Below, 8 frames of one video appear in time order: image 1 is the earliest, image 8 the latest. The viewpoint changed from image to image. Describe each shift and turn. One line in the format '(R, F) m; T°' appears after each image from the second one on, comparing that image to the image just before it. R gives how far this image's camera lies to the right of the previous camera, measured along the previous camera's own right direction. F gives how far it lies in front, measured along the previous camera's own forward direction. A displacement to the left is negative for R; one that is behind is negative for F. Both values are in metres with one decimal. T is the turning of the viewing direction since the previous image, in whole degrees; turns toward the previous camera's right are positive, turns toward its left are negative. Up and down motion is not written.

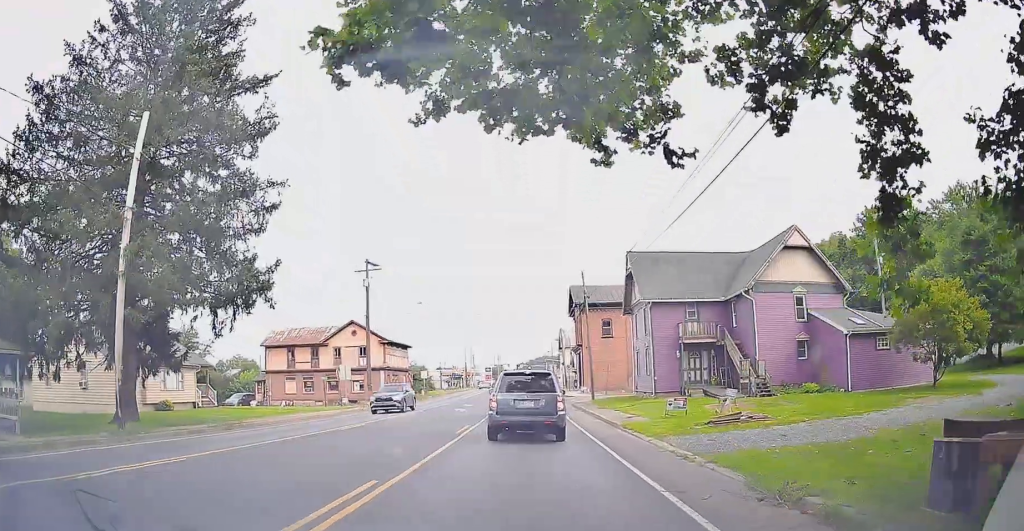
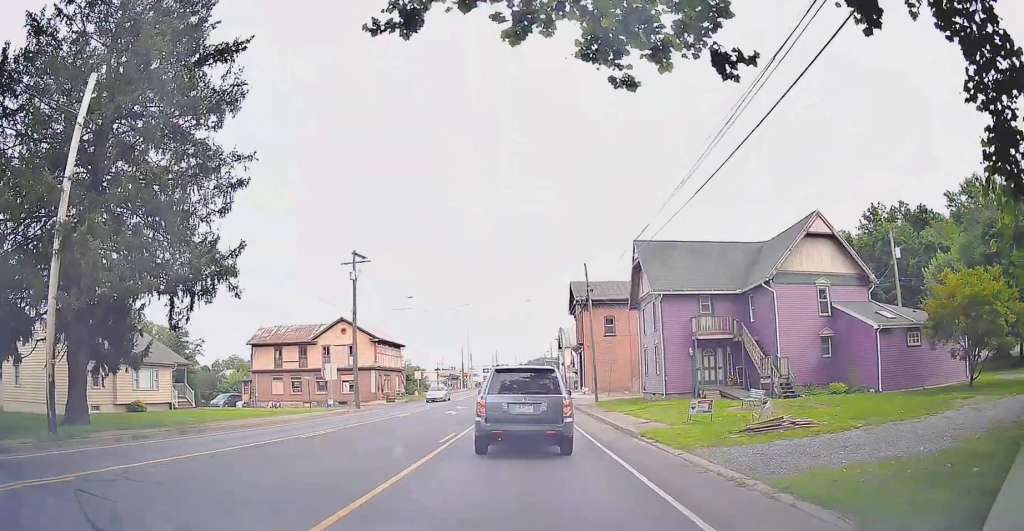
(-0.1, +5.7) m; -1°
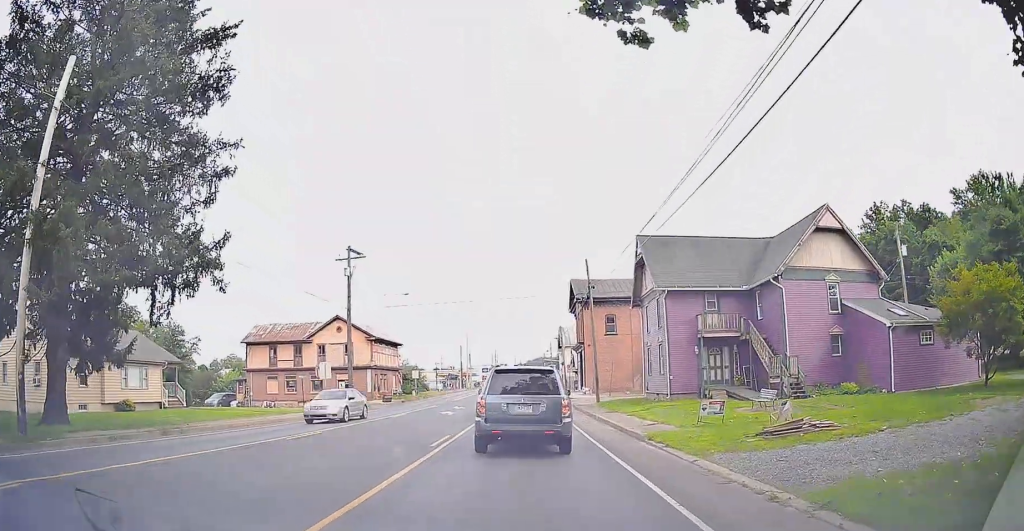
(-0.1, +2.8) m; 0°
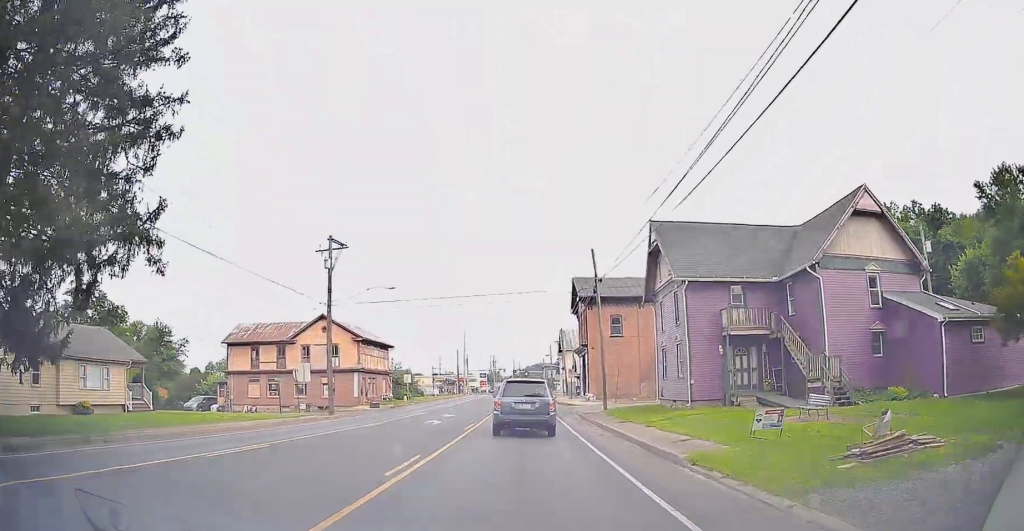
(0.0, +7.8) m; +1°
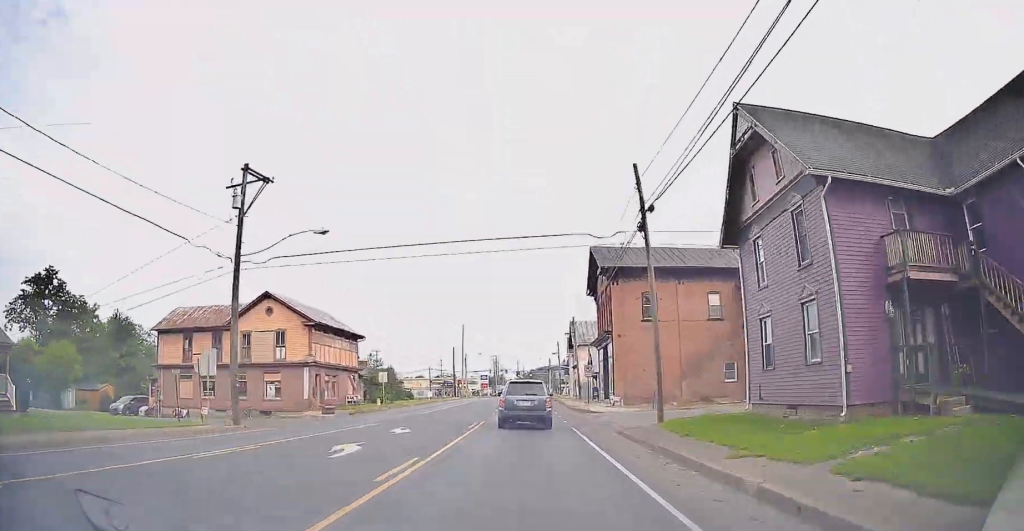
(+0.1, +12.1) m; +1°
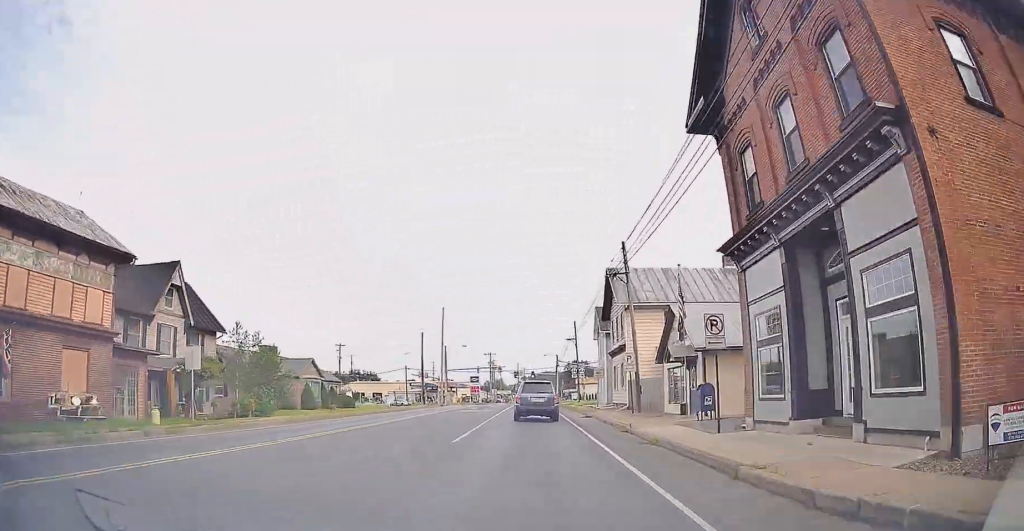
(+0.2, +29.0) m; +2°
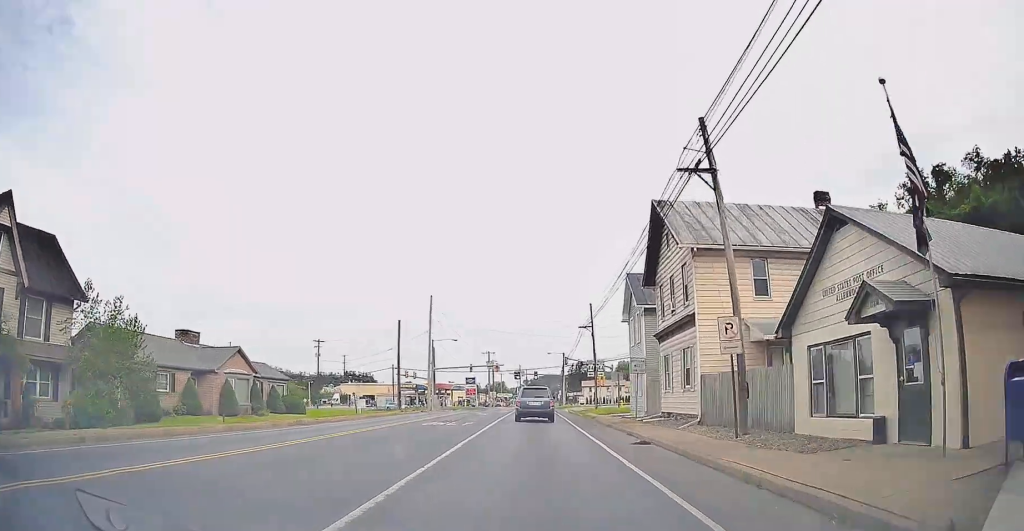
(+0.2, +16.0) m; +1°
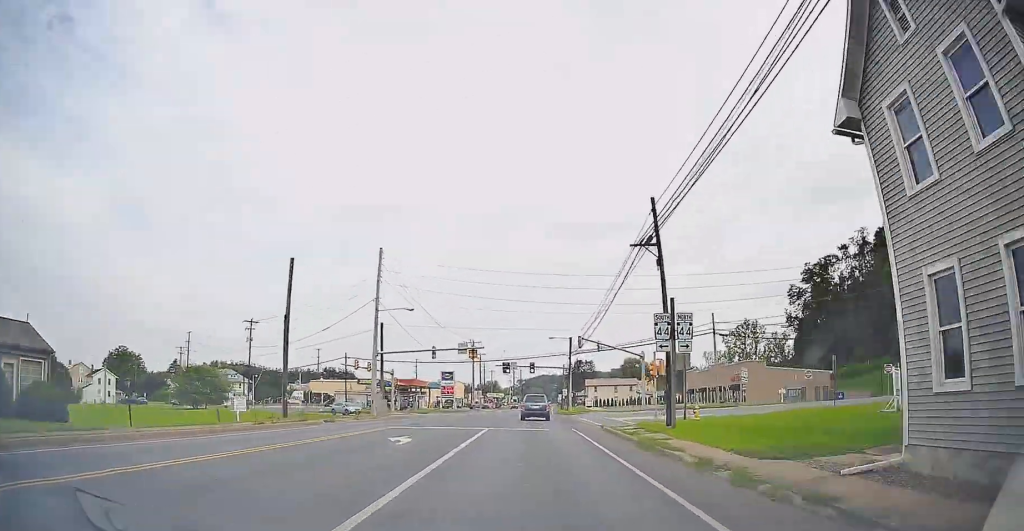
(+0.5, +31.3) m; +1°
